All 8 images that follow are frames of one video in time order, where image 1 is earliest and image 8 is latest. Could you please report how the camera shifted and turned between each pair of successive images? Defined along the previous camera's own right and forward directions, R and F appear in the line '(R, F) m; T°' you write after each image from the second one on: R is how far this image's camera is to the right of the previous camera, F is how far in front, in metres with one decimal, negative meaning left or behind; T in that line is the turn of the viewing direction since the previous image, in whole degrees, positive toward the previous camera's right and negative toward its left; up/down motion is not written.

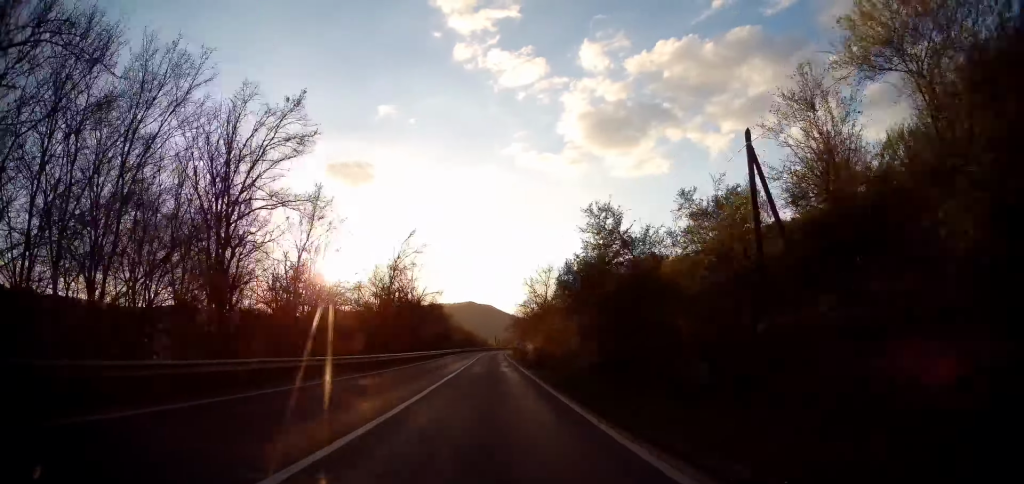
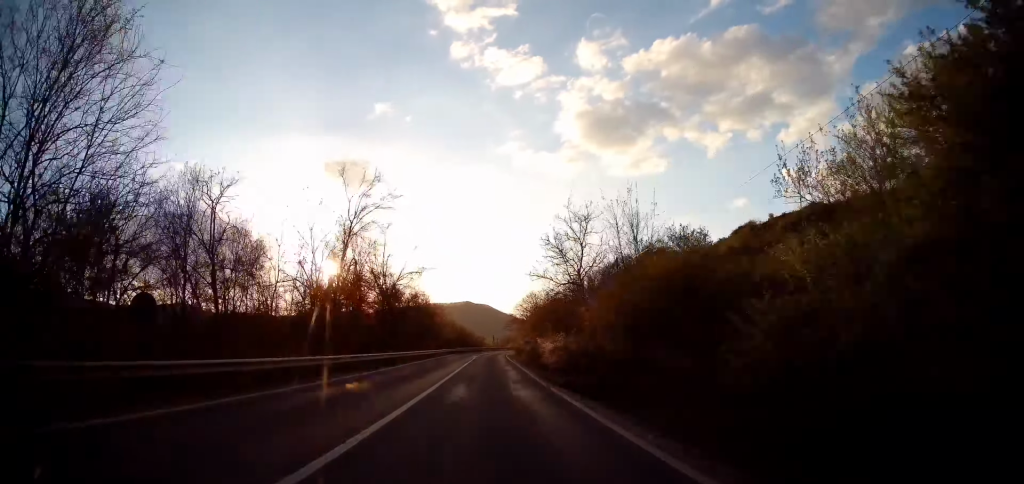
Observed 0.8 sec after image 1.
(-0.1, +17.1) m; +1°
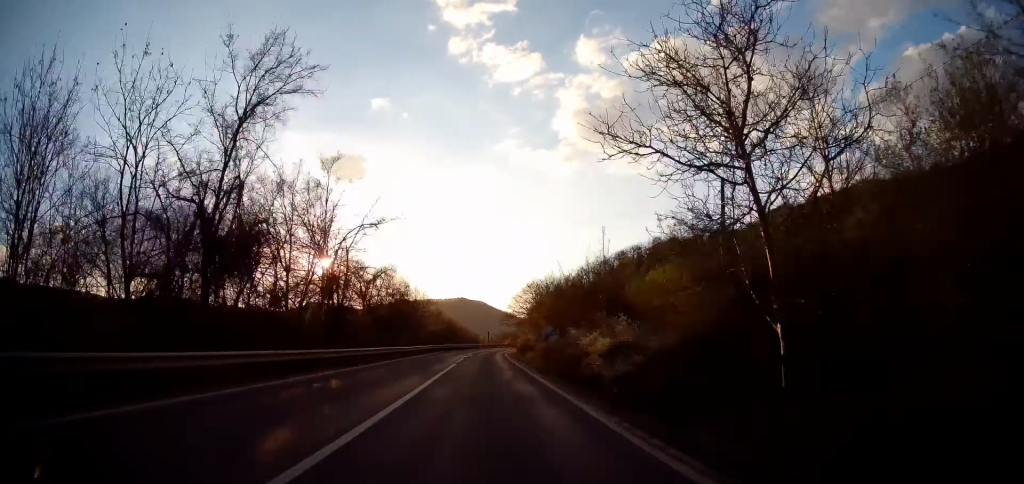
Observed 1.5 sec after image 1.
(+0.2, +17.4) m; +1°
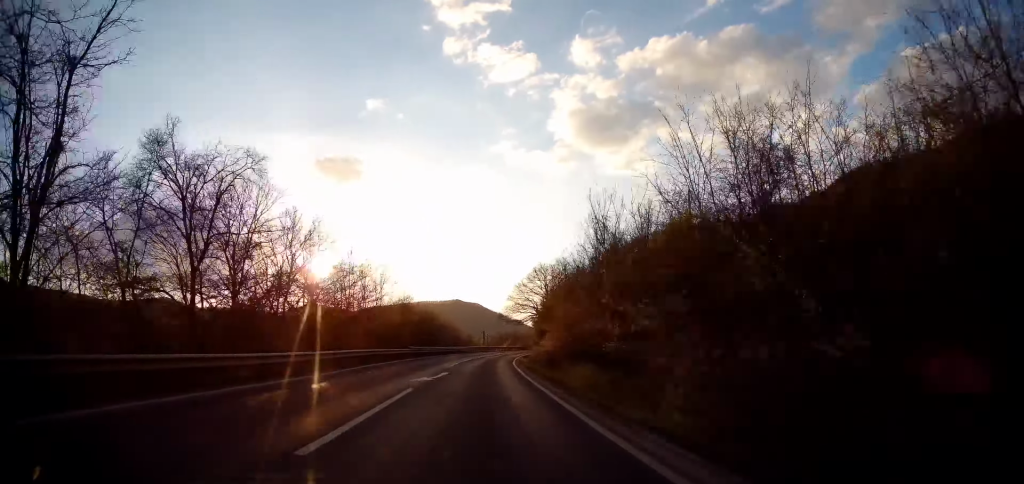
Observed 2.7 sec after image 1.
(+0.3, +27.6) m; 0°
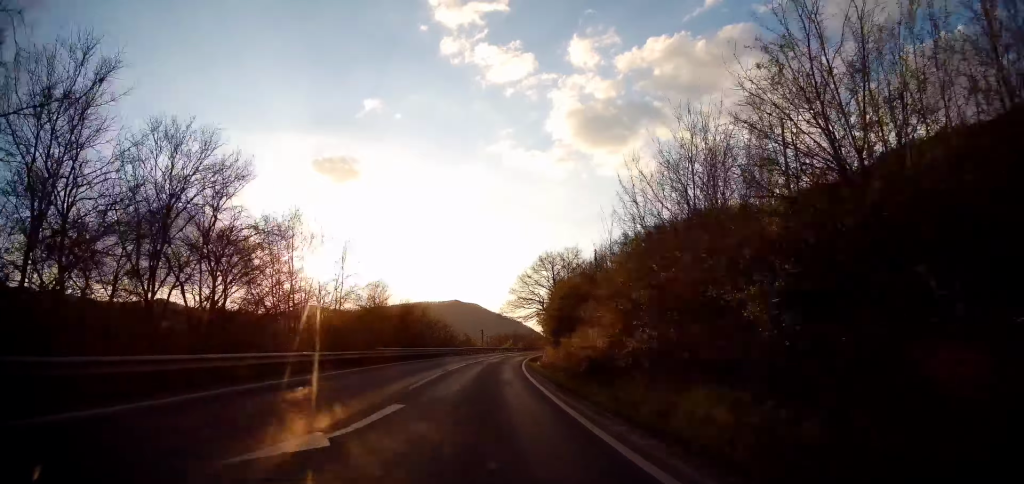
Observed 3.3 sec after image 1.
(0.0, +12.4) m; 0°
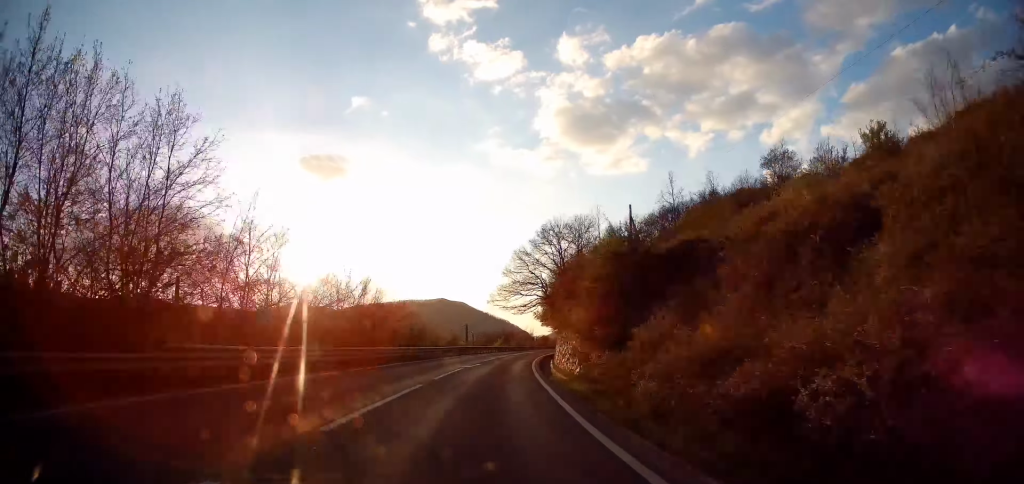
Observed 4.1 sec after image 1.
(-0.1, +19.5) m; +1°
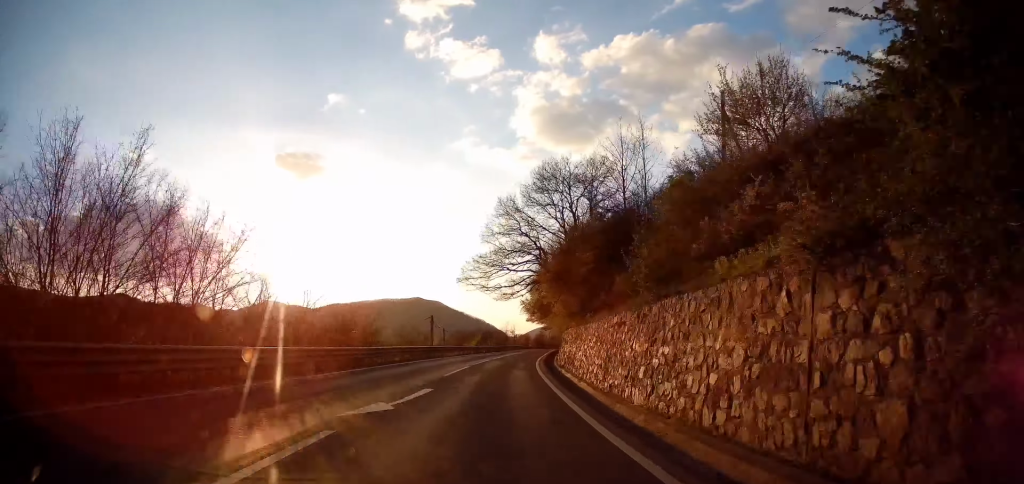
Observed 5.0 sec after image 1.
(+0.5, +20.5) m; +1°
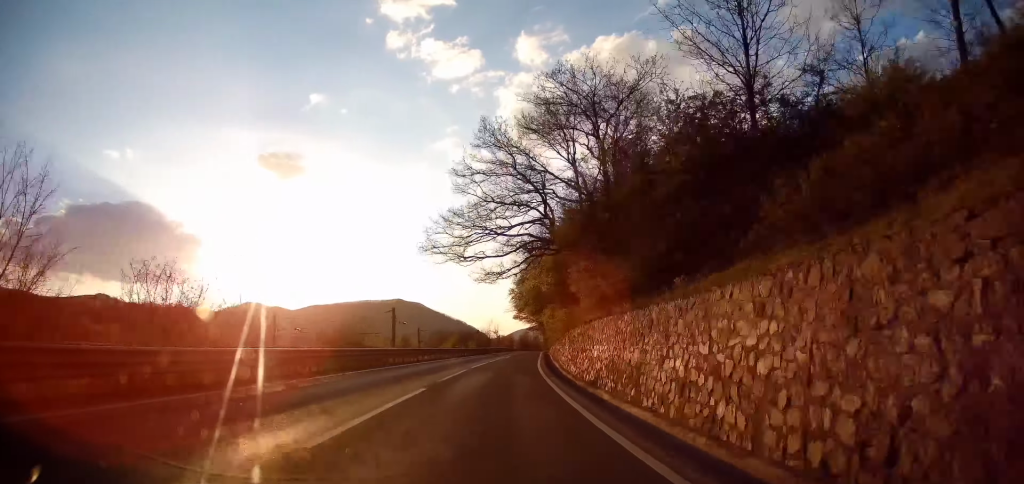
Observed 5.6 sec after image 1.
(0.0, +14.3) m; +2°
